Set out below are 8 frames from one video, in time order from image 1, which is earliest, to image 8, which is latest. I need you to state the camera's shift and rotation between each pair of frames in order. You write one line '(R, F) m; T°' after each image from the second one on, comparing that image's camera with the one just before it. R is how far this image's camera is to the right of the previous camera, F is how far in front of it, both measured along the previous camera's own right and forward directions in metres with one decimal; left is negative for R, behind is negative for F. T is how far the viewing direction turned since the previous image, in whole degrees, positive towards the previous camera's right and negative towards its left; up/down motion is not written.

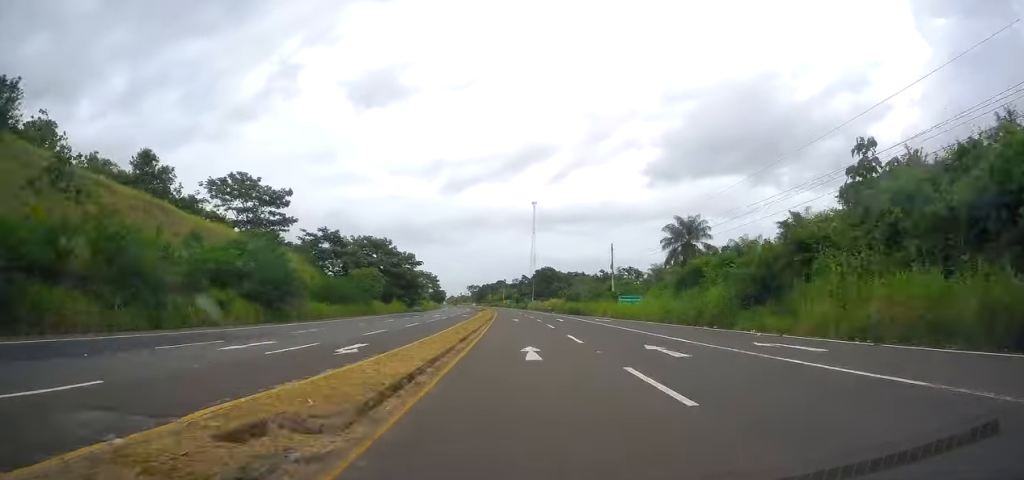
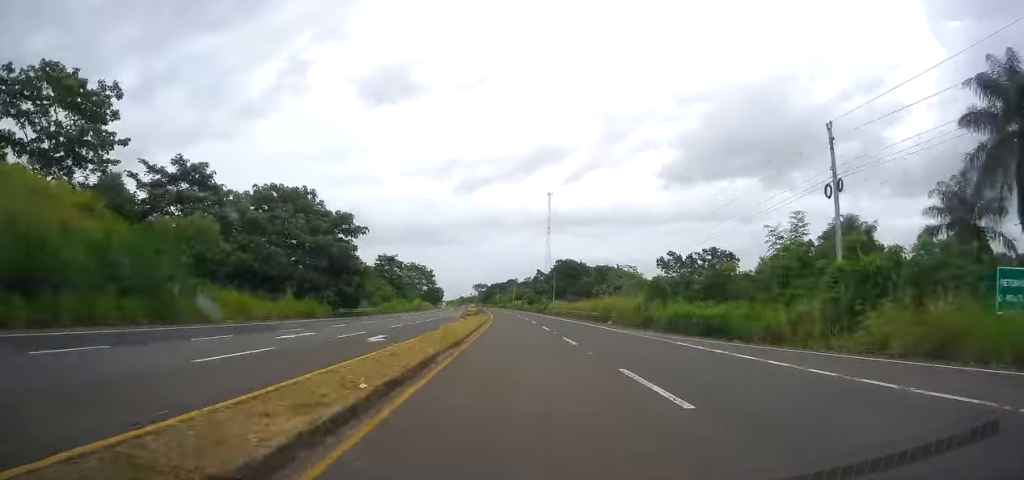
(-0.7, +49.4) m; -2°
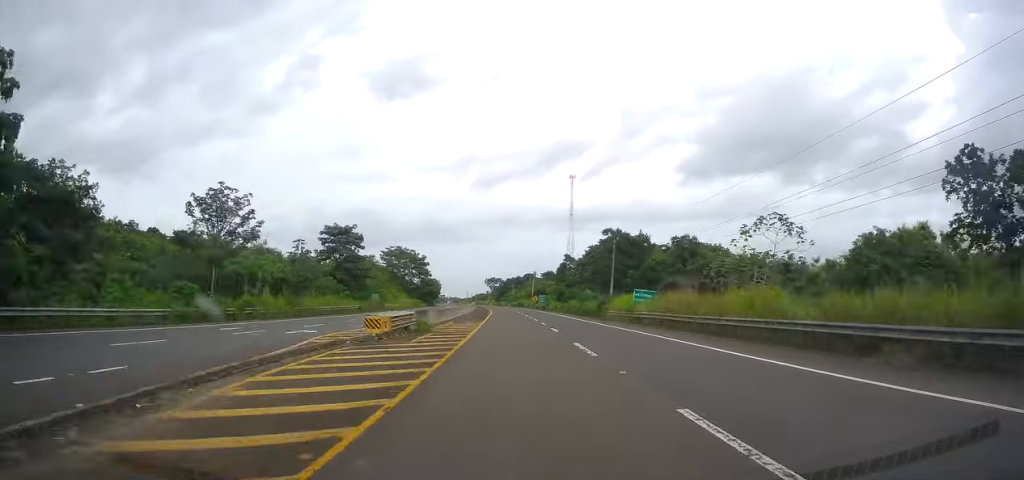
(-1.0, +54.6) m; -2°
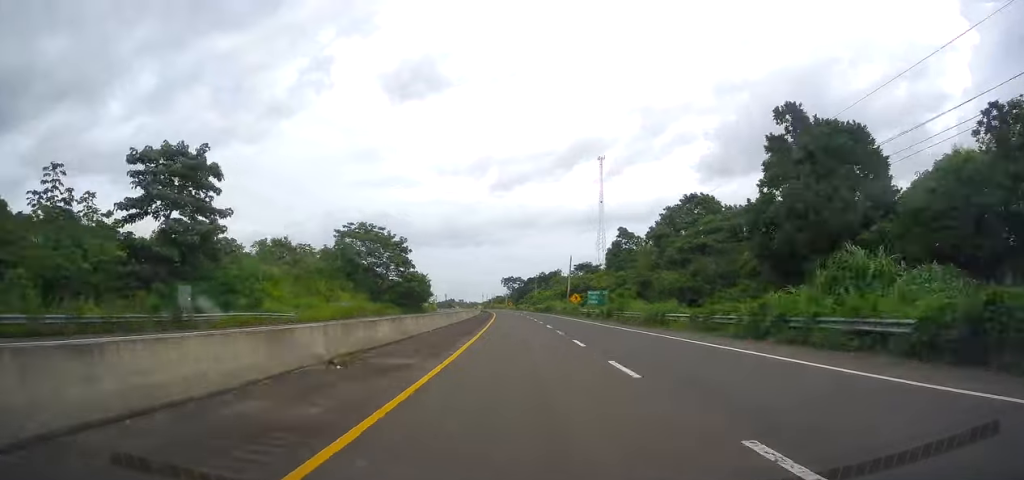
(-0.7, +57.4) m; -1°
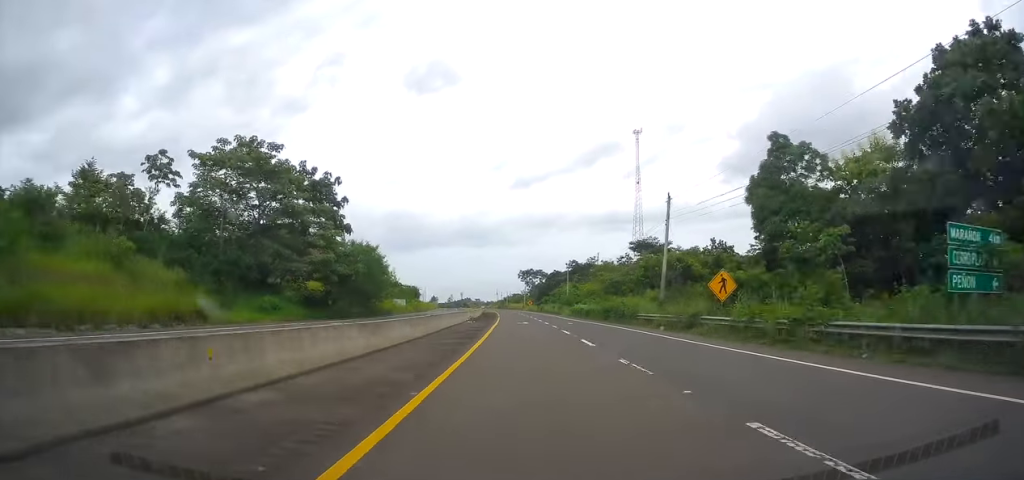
(-0.7, +55.1) m; -2°
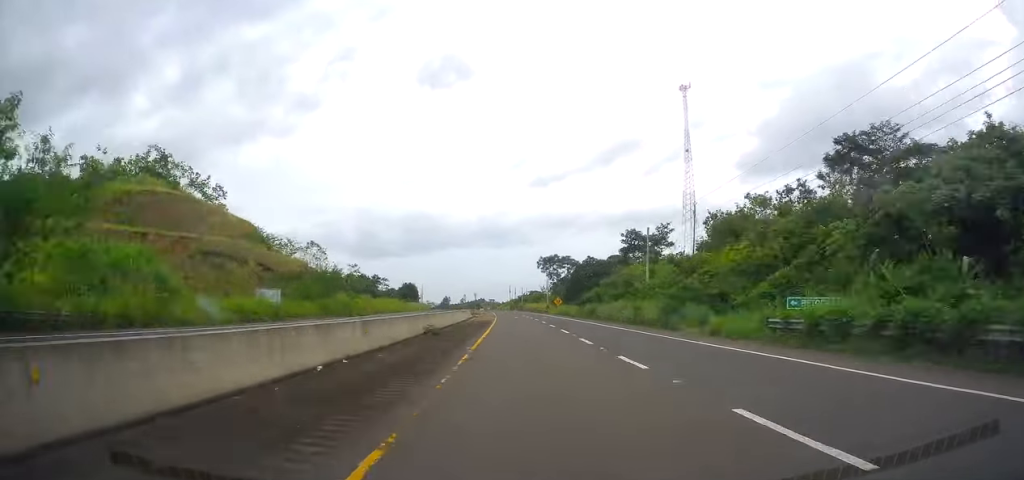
(-1.3, +62.8) m; -2°
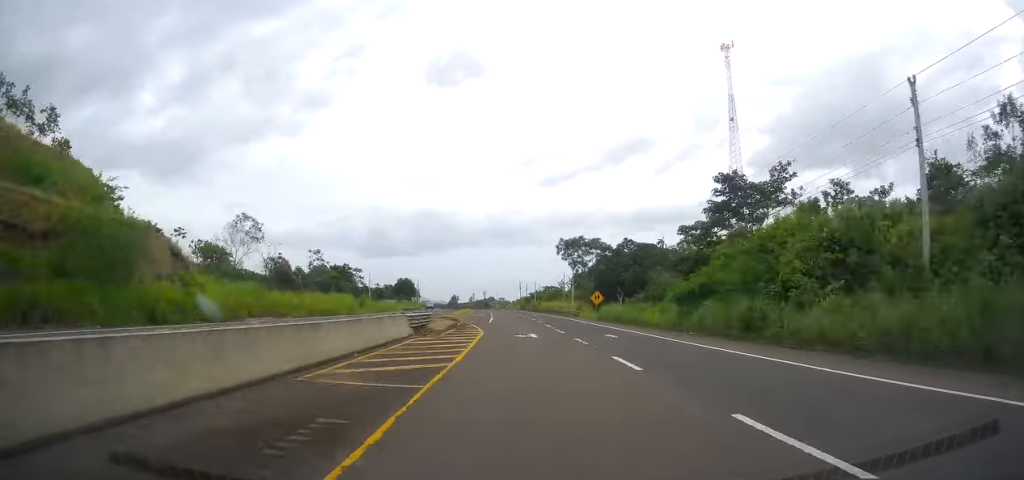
(-0.4, +40.3) m; -1°
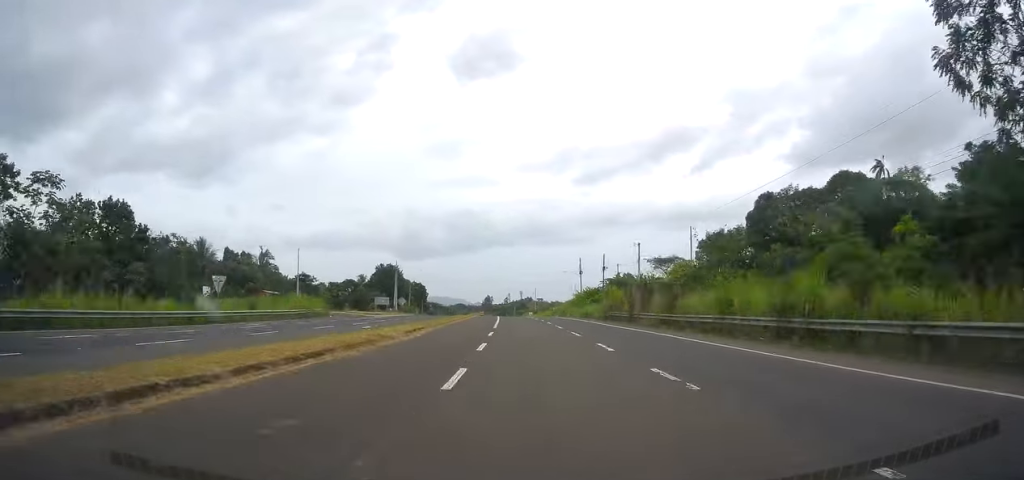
(-3.3, +106.5) m; -4°
